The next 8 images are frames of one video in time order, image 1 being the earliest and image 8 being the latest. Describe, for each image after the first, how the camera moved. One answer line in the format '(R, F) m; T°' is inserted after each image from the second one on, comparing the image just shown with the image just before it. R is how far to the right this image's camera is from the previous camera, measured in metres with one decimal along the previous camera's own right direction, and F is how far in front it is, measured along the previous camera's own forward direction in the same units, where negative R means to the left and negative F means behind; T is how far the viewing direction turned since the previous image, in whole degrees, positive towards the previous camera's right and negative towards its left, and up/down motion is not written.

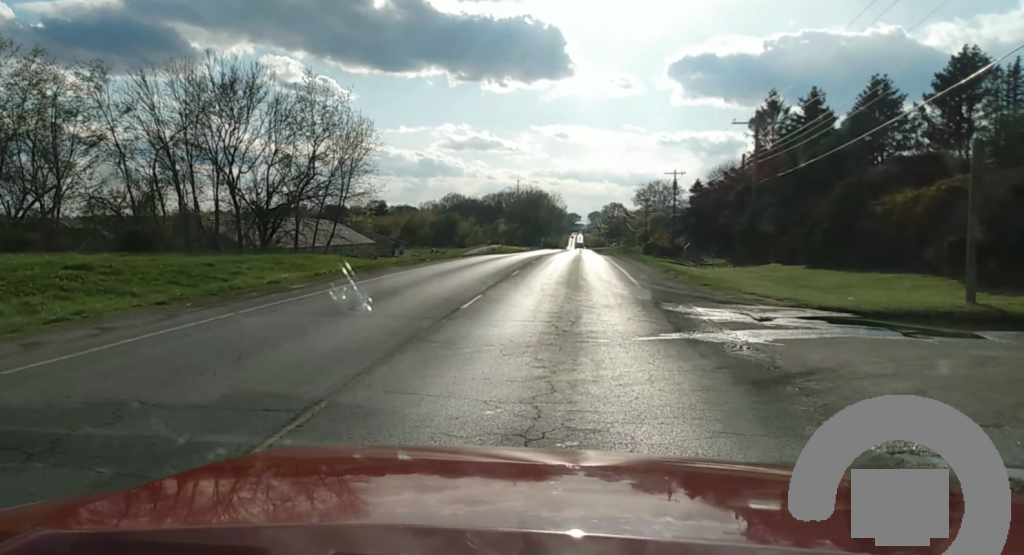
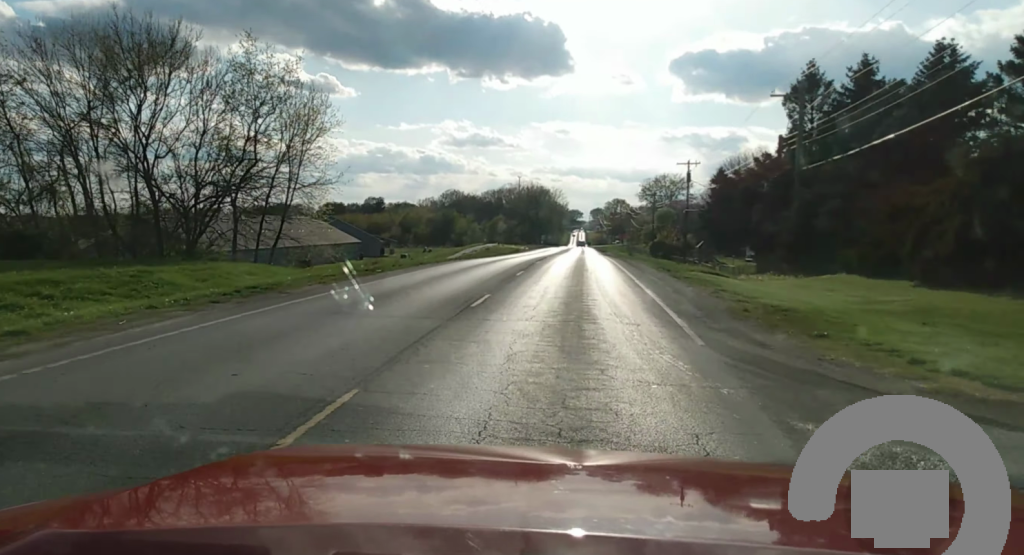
(+0.1, +11.9) m; +1°
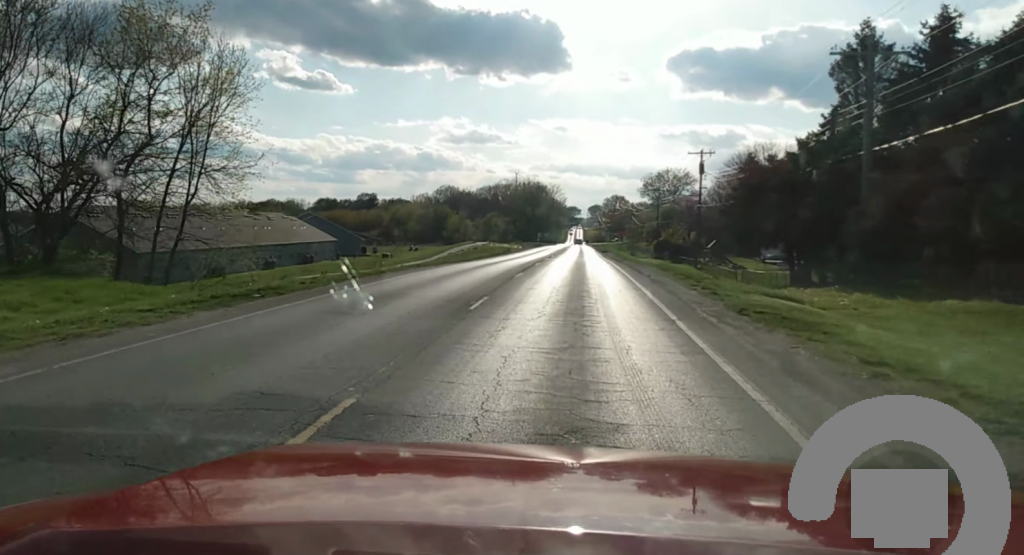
(0.0, +12.6) m; +1°
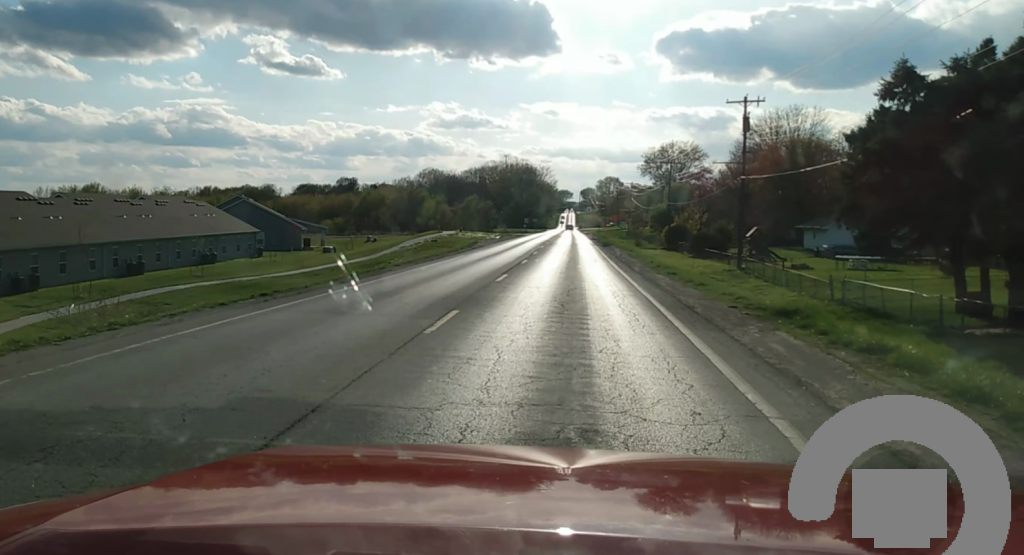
(+0.2, +28.0) m; 0°
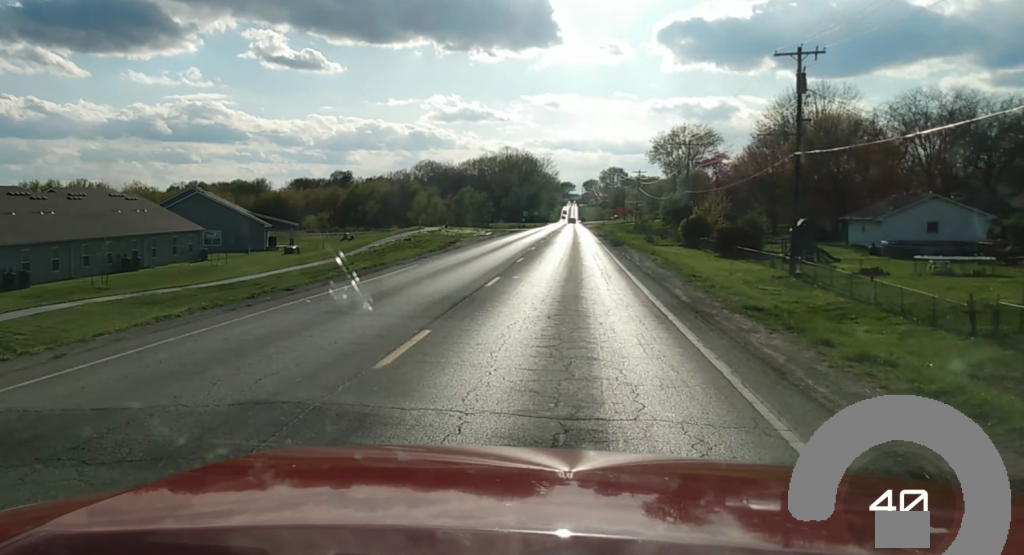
(-0.2, +16.1) m; -1°
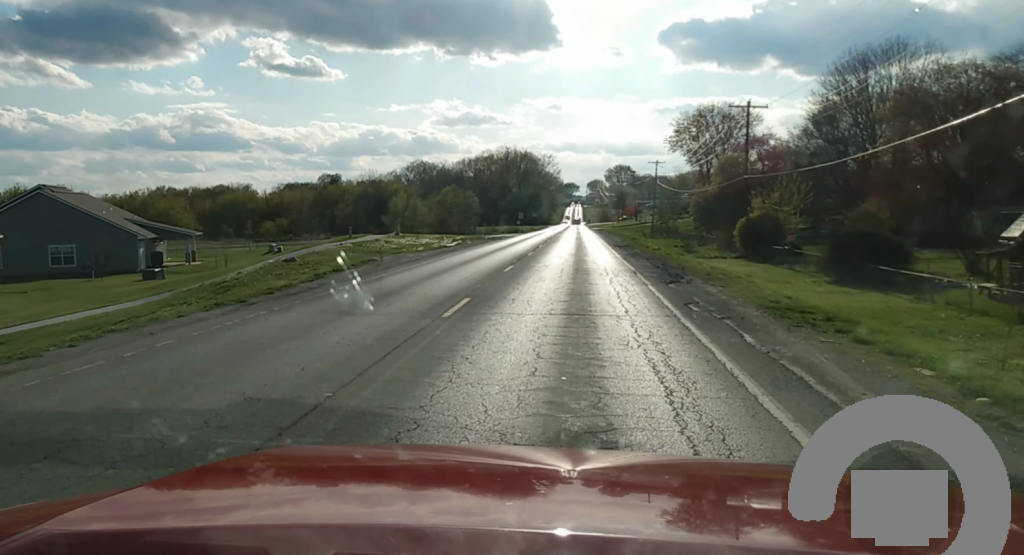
(-0.1, +31.0) m; -2°
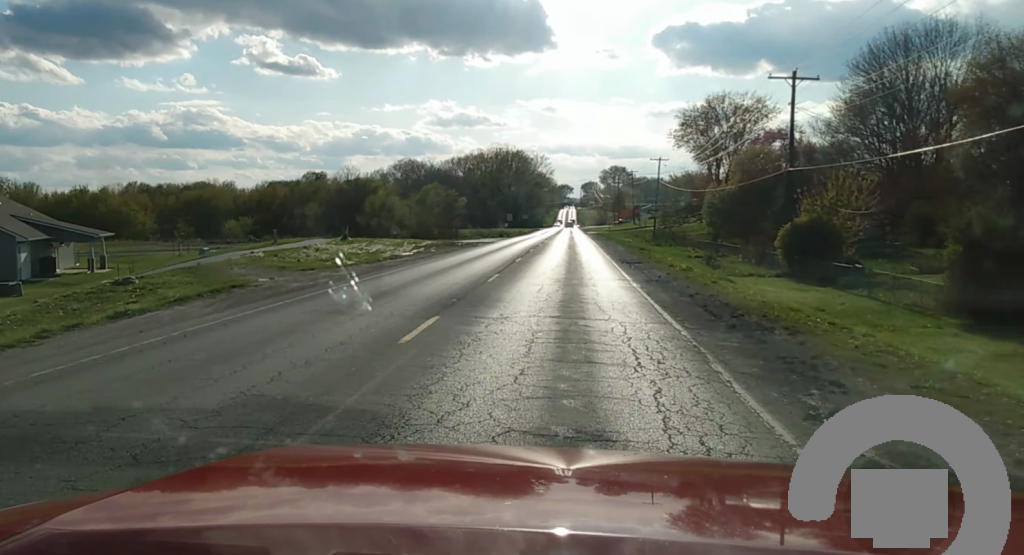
(-0.4, +15.3) m; 0°
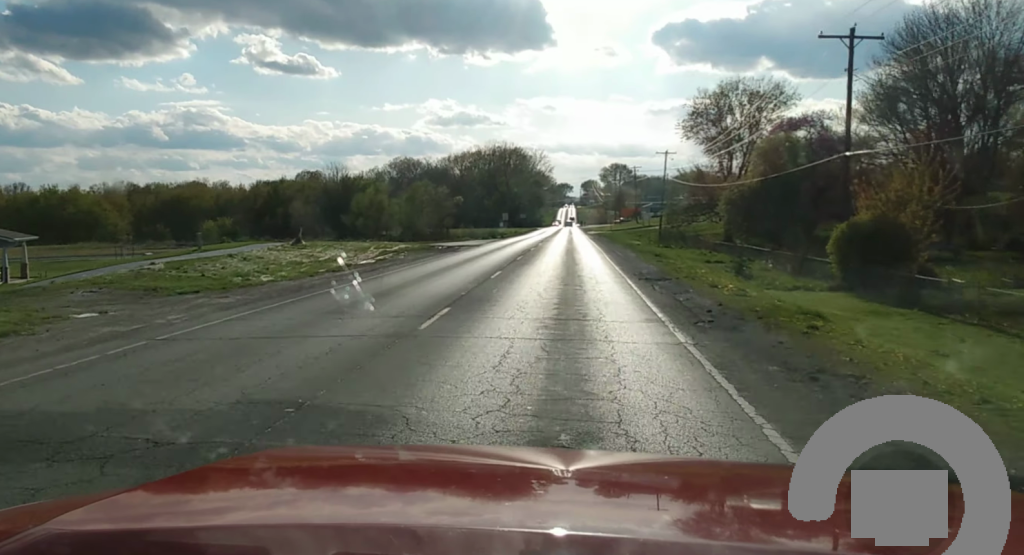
(+0.2, +10.4) m; +1°
